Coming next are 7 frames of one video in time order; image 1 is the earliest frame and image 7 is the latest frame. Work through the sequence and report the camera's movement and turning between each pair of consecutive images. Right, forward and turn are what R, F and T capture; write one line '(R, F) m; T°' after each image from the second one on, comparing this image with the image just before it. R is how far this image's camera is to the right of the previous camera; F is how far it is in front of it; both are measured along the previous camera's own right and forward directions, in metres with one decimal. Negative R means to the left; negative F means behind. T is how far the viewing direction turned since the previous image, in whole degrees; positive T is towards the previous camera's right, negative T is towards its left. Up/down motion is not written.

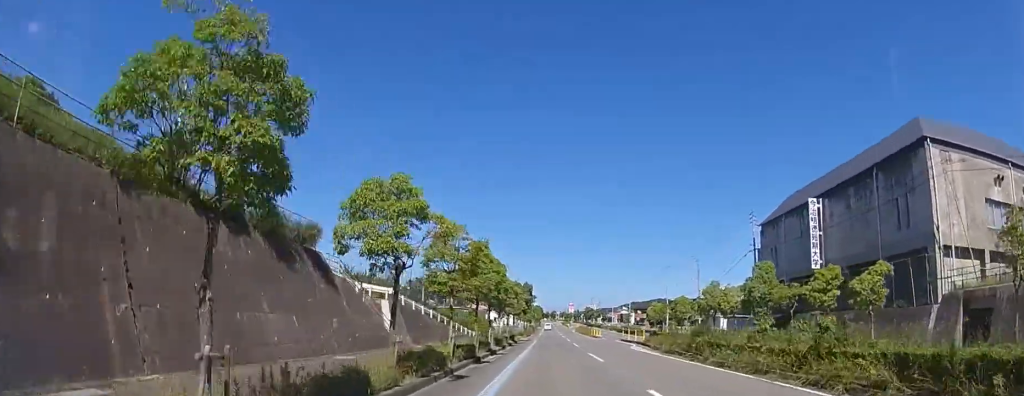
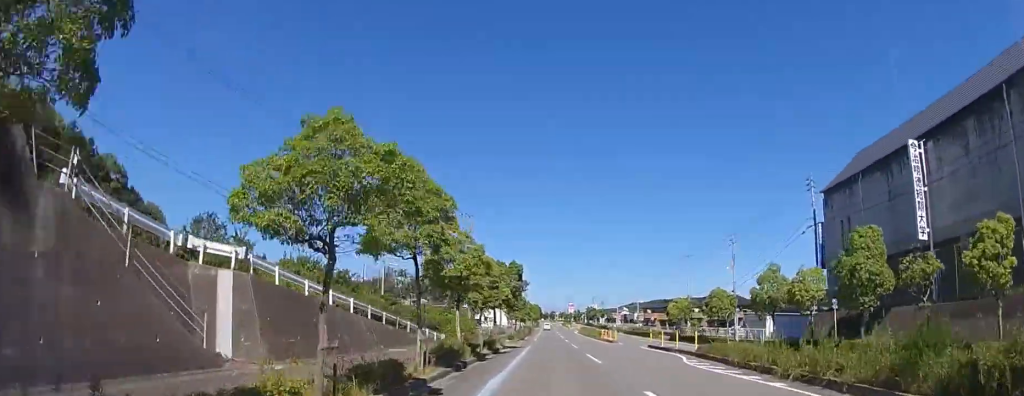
(0.0, +15.3) m; 0°
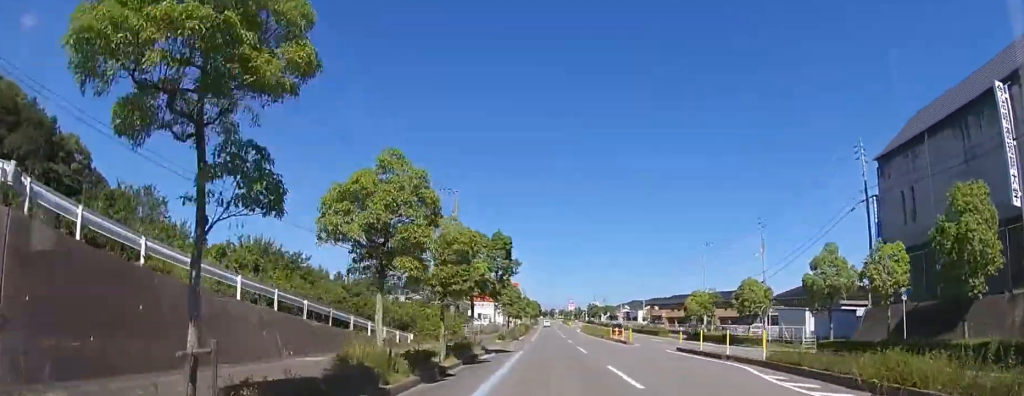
(0.0, +8.5) m; 0°
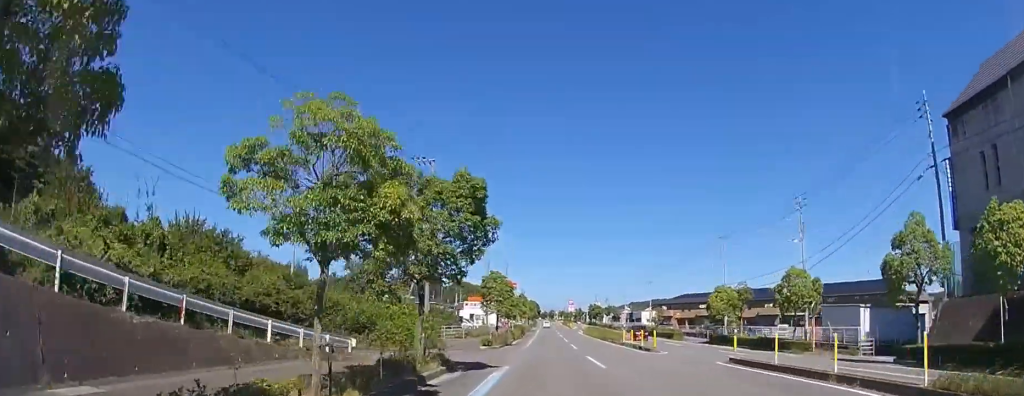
(0.0, +9.0) m; 0°
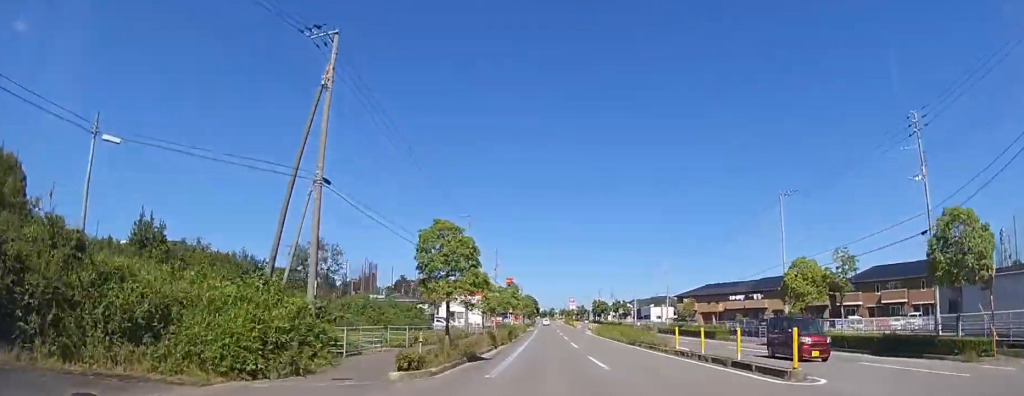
(0.0, +17.0) m; 0°
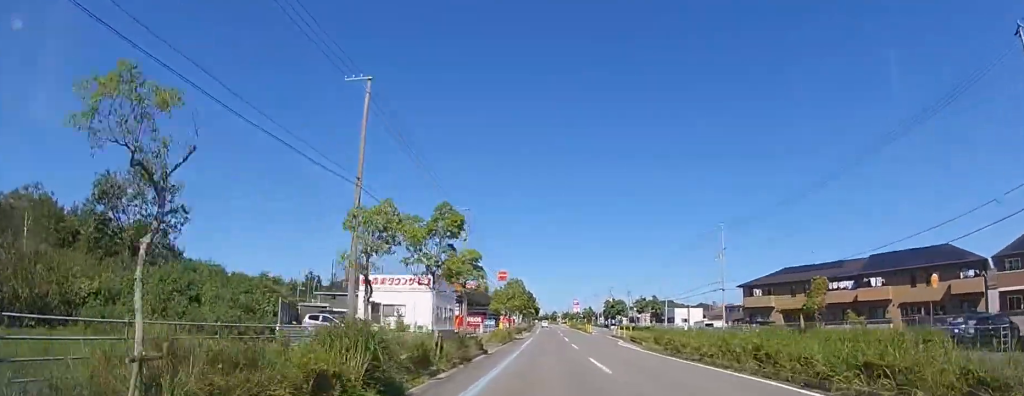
(0.0, +31.1) m; 0°
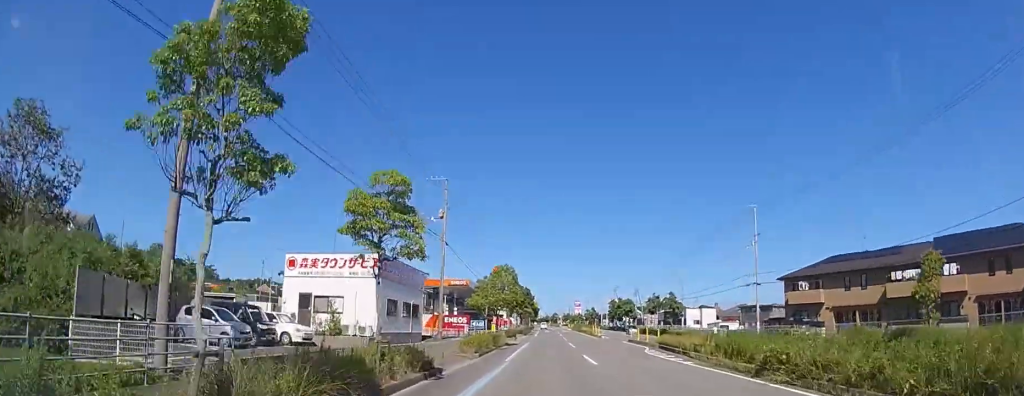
(0.0, +11.4) m; 0°
